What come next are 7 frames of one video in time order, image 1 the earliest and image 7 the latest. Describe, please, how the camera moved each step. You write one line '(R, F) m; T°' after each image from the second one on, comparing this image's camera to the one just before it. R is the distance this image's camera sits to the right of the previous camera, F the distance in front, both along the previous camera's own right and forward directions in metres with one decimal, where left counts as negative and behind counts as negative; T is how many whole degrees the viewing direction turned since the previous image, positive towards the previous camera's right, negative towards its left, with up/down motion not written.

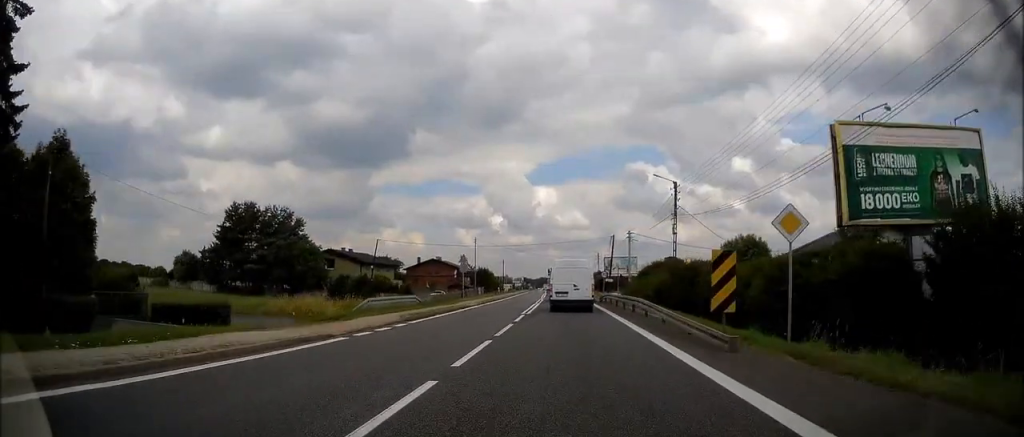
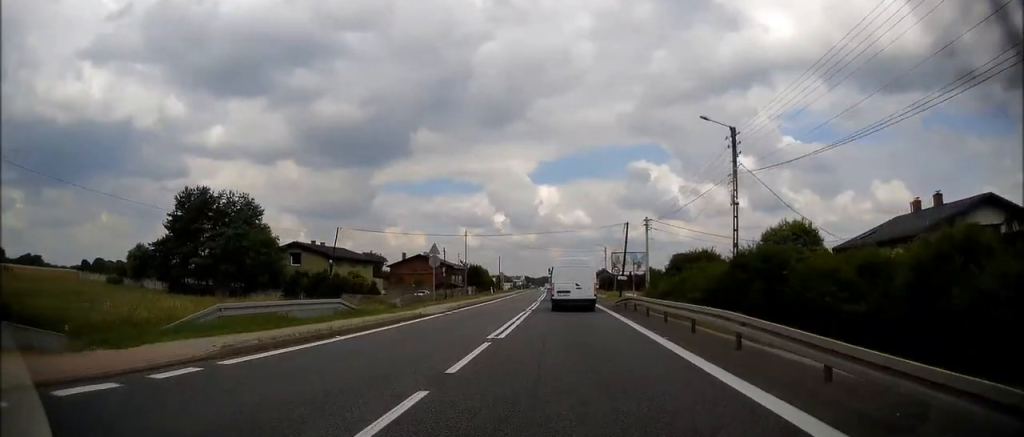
(0.0, +13.0) m; 0°
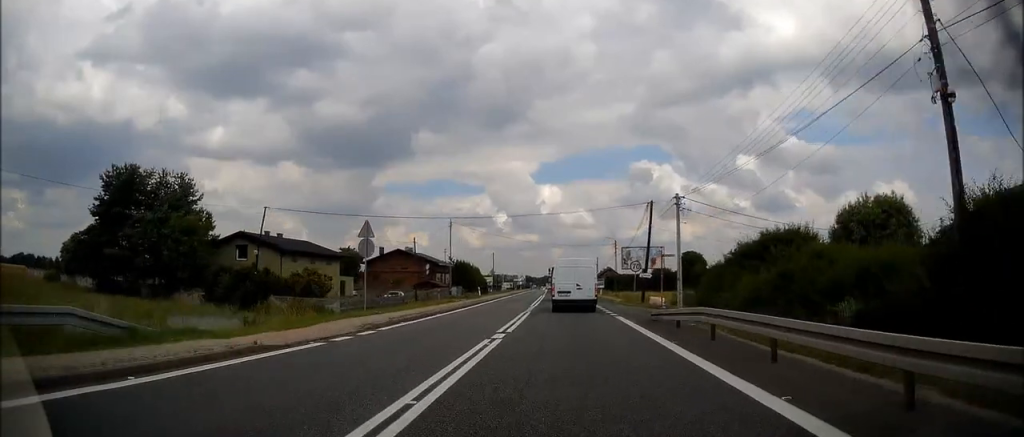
(0.0, +13.5) m; -1°
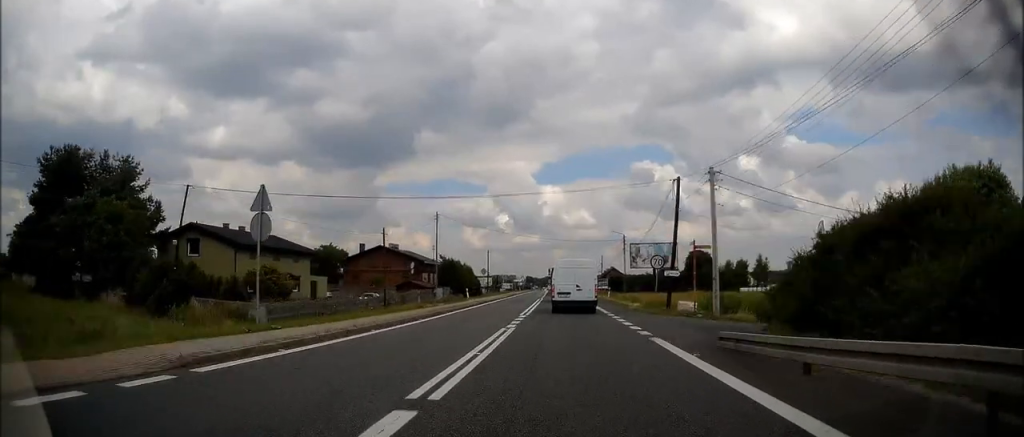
(0.0, +9.9) m; 0°
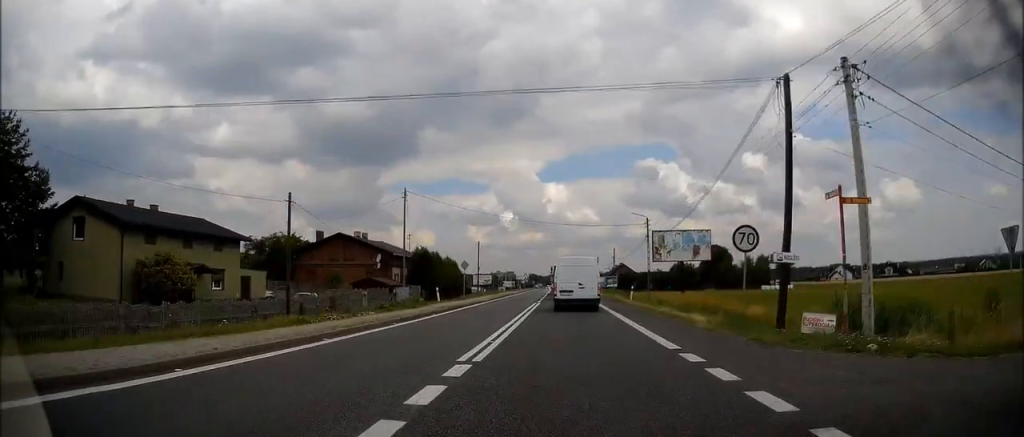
(-0.2, +15.7) m; 0°
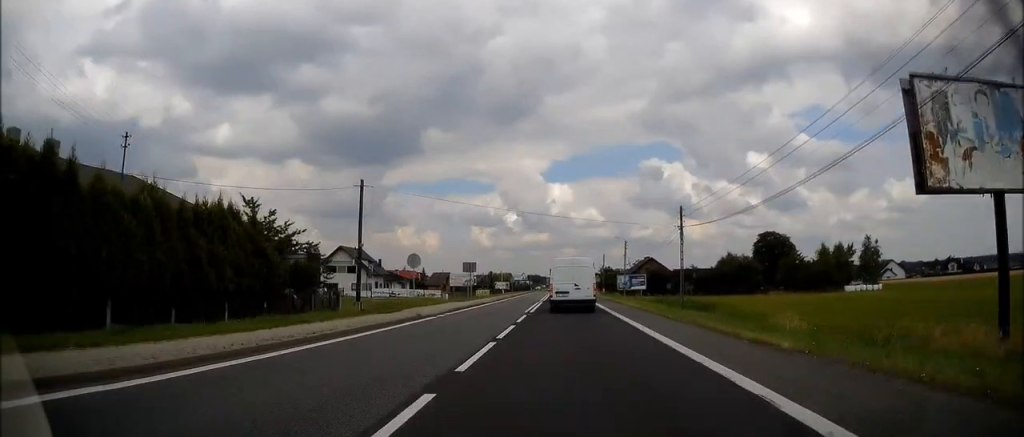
(-0.3, +47.9) m; -1°
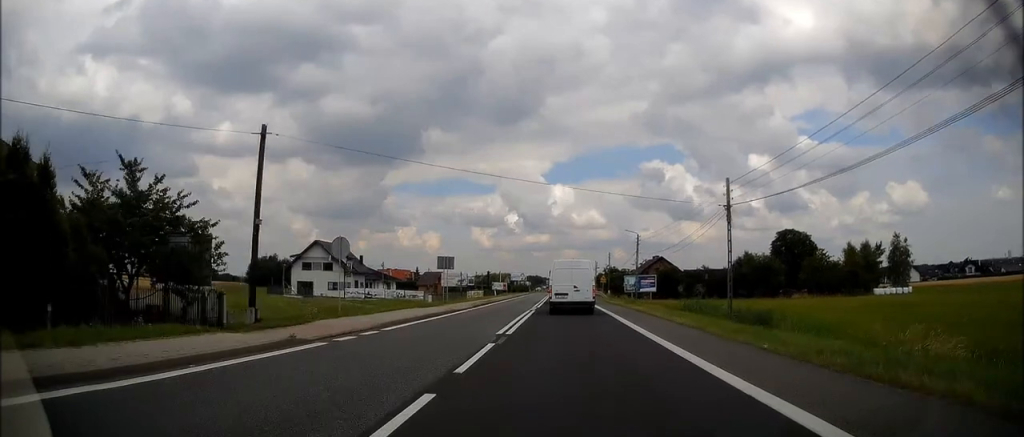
(0.0, +11.6) m; 0°
